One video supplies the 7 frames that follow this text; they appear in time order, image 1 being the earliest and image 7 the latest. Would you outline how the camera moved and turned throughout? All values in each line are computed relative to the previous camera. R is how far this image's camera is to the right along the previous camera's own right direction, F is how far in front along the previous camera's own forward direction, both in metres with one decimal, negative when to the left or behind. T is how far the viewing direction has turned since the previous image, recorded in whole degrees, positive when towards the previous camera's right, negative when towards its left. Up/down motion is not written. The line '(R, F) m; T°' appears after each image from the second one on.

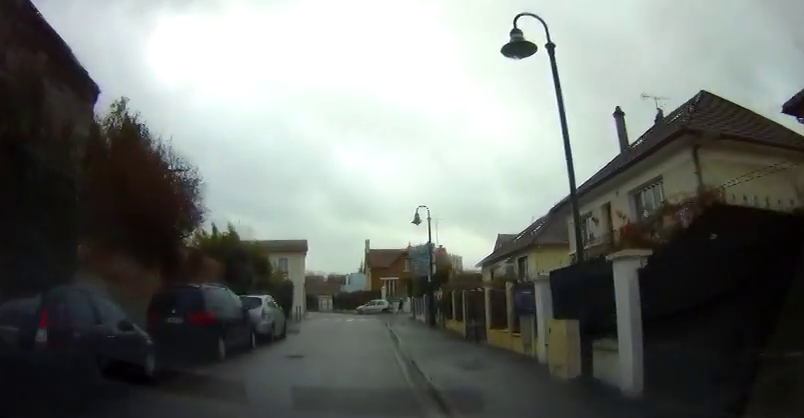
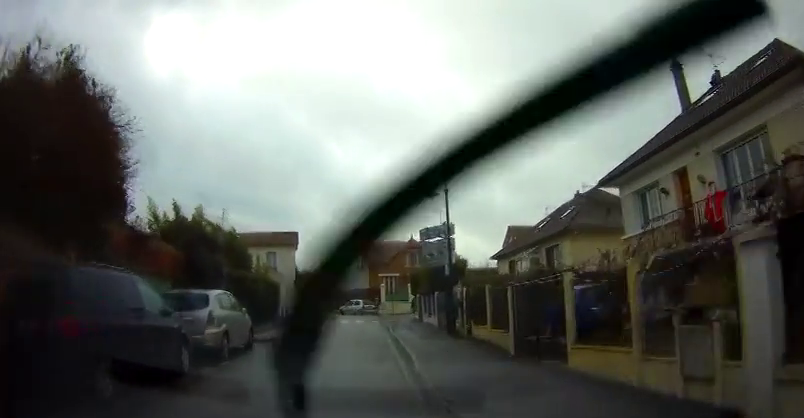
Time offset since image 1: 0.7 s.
(-0.1, +5.6) m; -2°
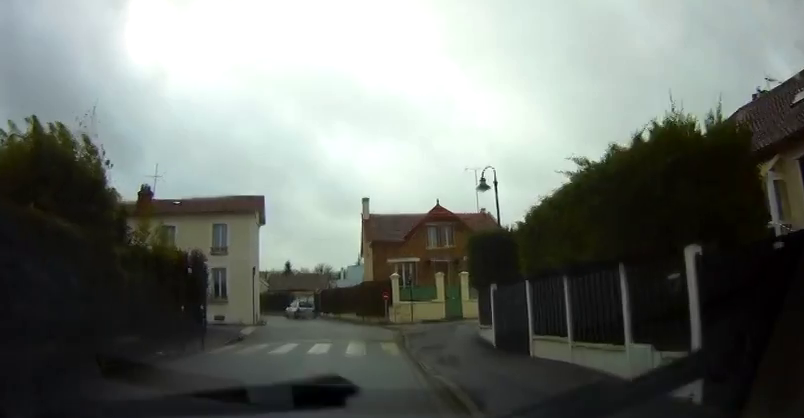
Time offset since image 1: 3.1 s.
(+0.1, +18.2) m; +1°
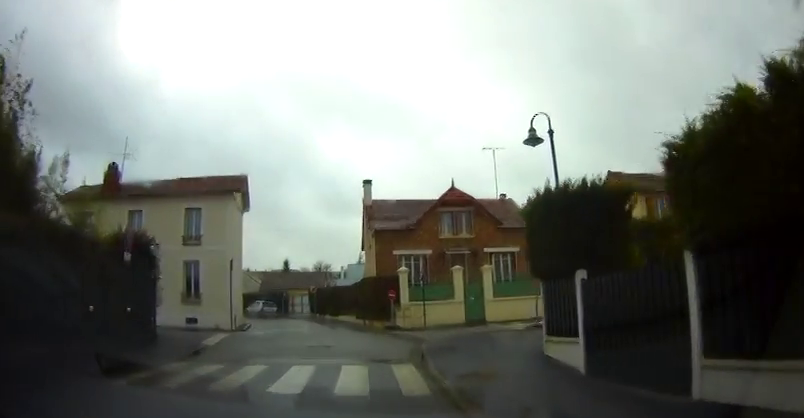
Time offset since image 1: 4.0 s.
(0.0, +5.7) m; 0°
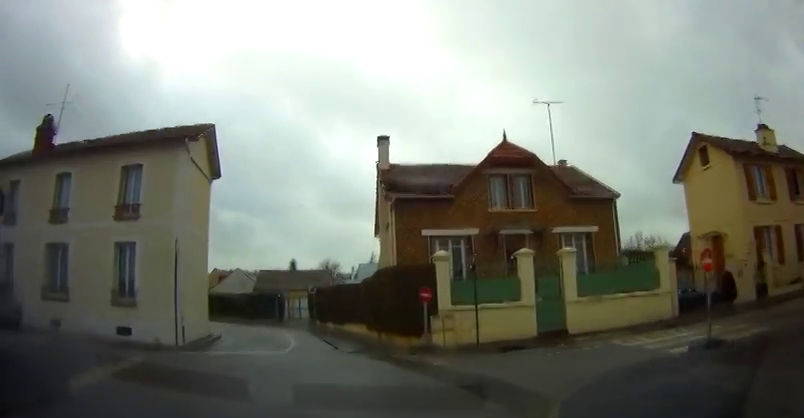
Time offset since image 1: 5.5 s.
(-0.1, +9.3) m; -4°
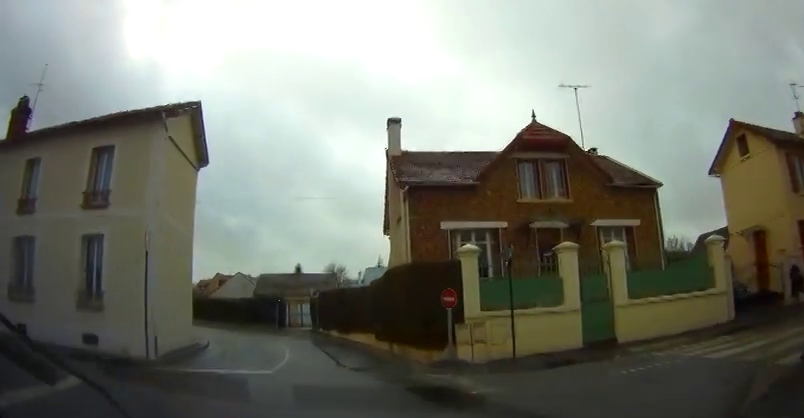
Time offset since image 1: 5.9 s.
(0.0, +2.4) m; -2°
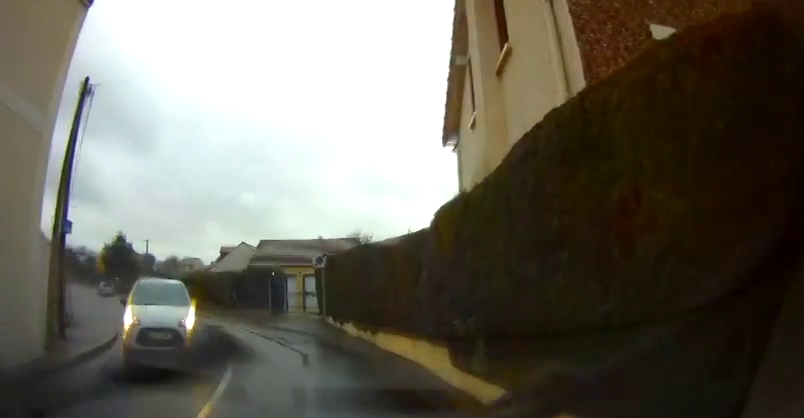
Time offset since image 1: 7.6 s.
(-0.4, +8.5) m; -3°
